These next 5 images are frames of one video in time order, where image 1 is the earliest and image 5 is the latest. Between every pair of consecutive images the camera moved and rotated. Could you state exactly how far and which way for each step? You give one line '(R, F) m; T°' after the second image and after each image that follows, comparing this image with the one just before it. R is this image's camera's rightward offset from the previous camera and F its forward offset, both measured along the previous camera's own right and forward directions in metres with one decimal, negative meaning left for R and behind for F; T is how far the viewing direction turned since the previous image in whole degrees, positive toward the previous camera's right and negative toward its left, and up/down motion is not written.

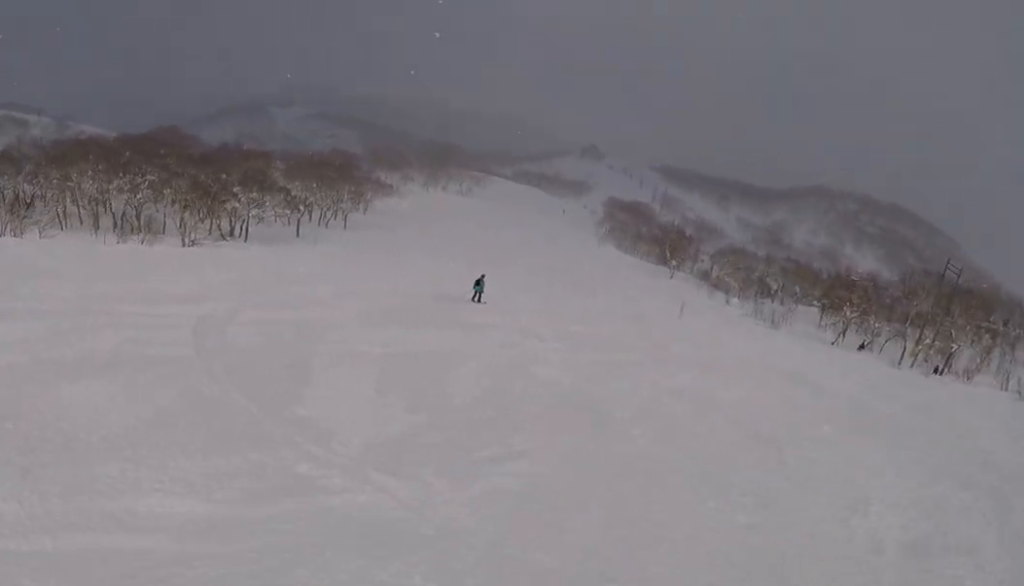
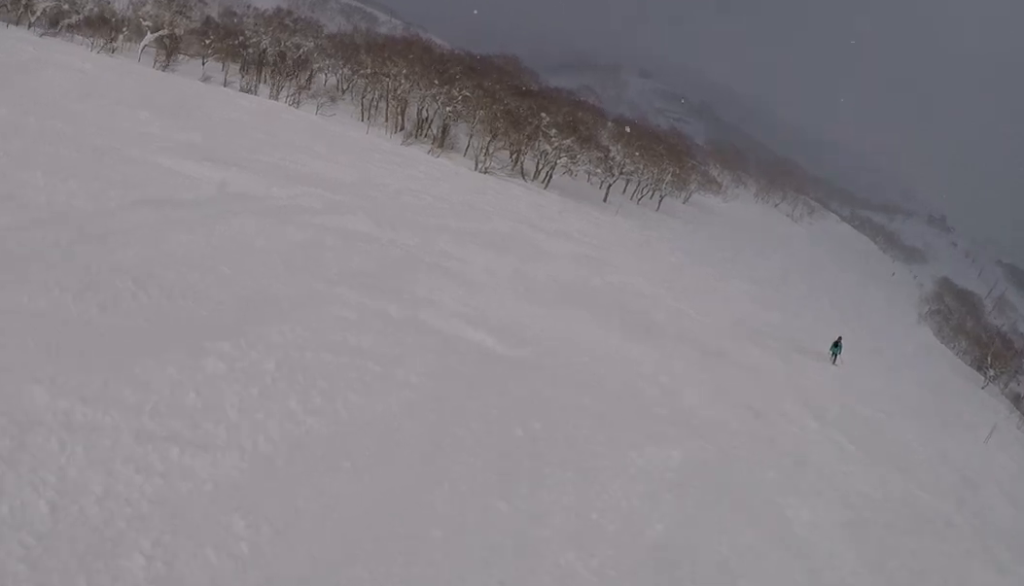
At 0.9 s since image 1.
(-0.9, +5.3) m; -13°
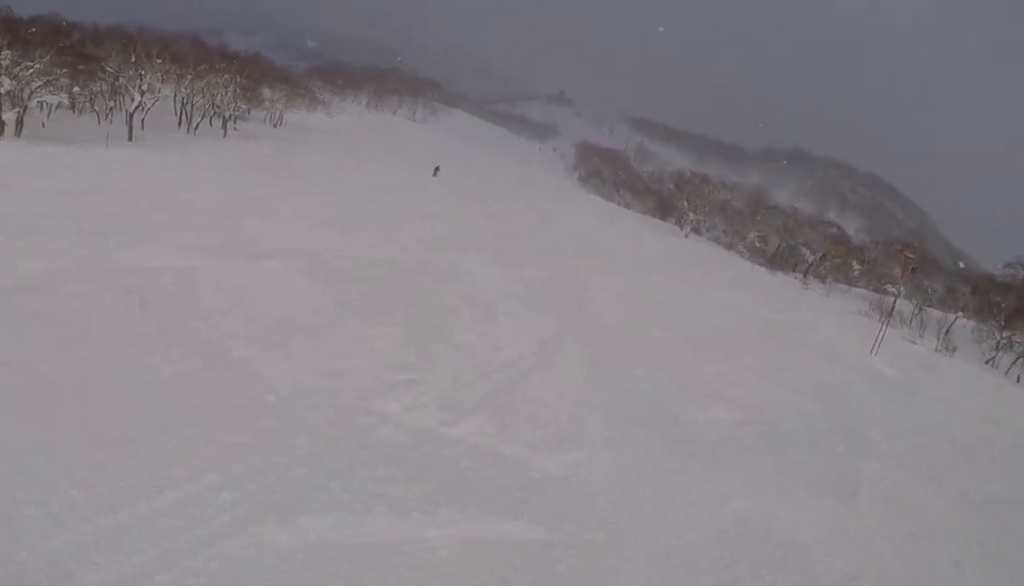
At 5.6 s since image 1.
(+13.3, +29.1) m; +35°
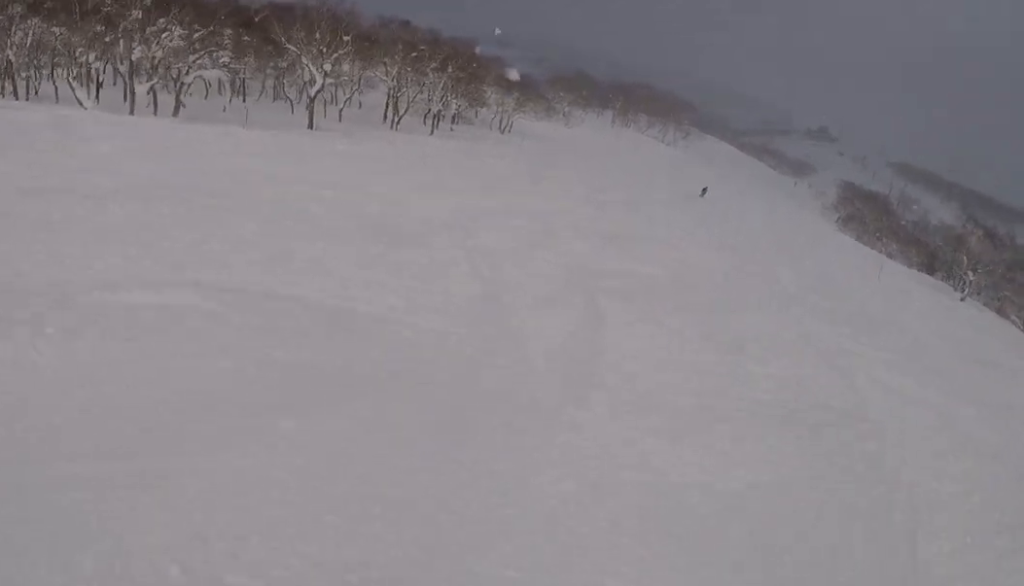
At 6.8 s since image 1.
(-2.7, +11.0) m; -22°
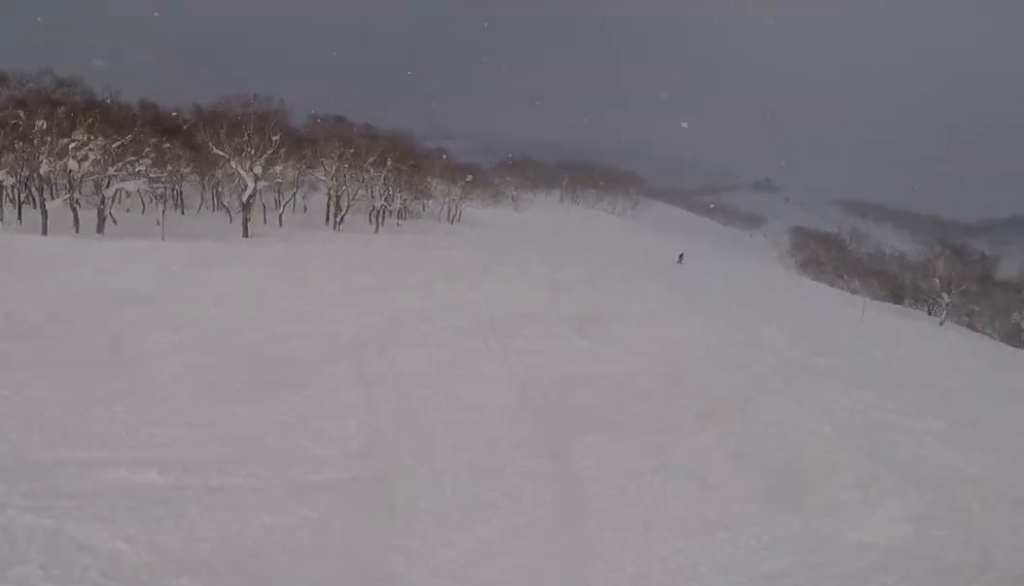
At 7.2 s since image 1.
(-0.5, +4.3) m; -5°
